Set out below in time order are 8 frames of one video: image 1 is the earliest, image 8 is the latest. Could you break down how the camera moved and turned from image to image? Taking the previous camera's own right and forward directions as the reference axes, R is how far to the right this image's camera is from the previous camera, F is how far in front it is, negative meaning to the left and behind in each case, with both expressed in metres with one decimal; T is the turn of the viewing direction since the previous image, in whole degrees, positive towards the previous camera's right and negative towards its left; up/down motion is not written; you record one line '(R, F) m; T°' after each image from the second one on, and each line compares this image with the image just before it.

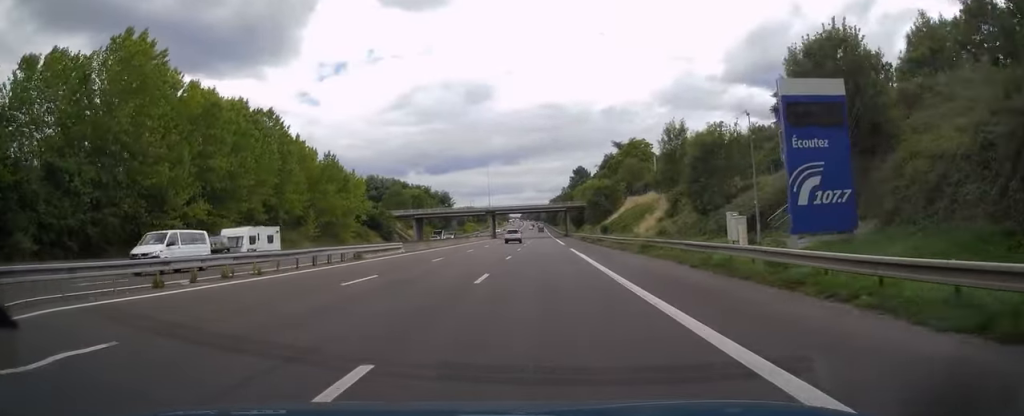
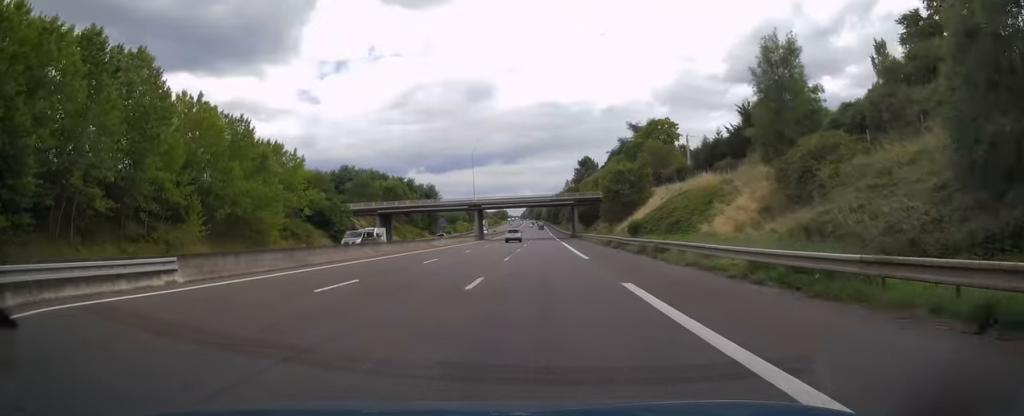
(0.0, +27.9) m; 0°
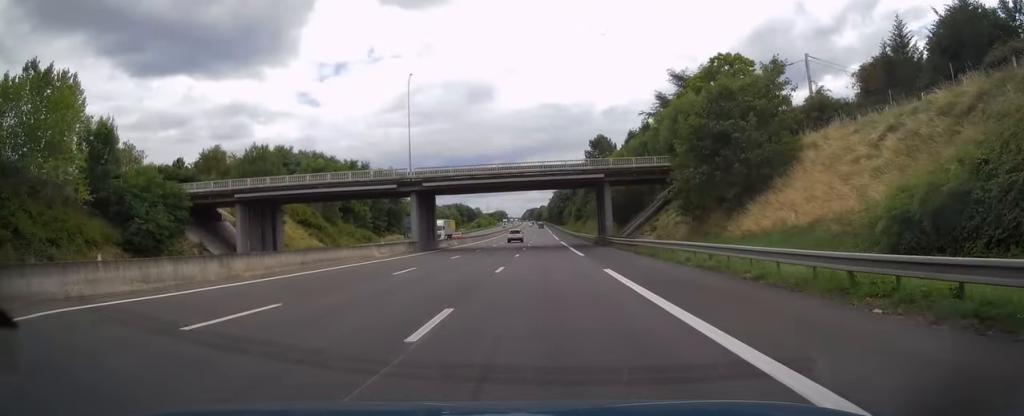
(0.0, +45.8) m; 0°
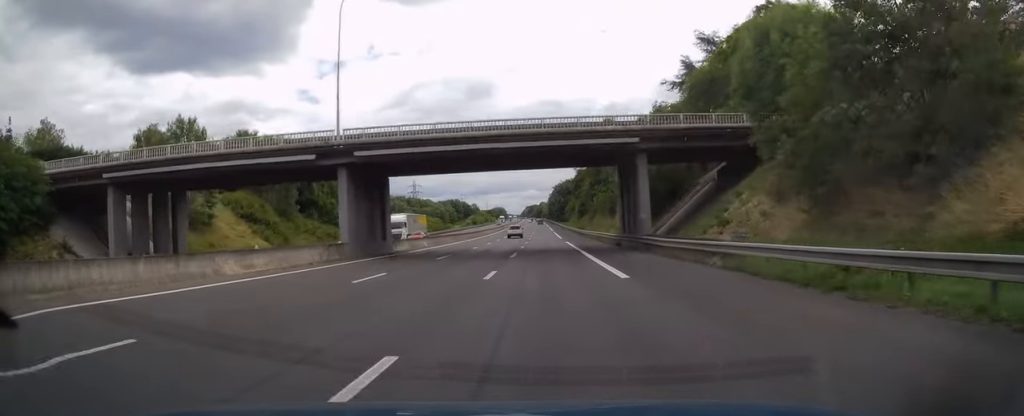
(0.0, +17.4) m; 0°
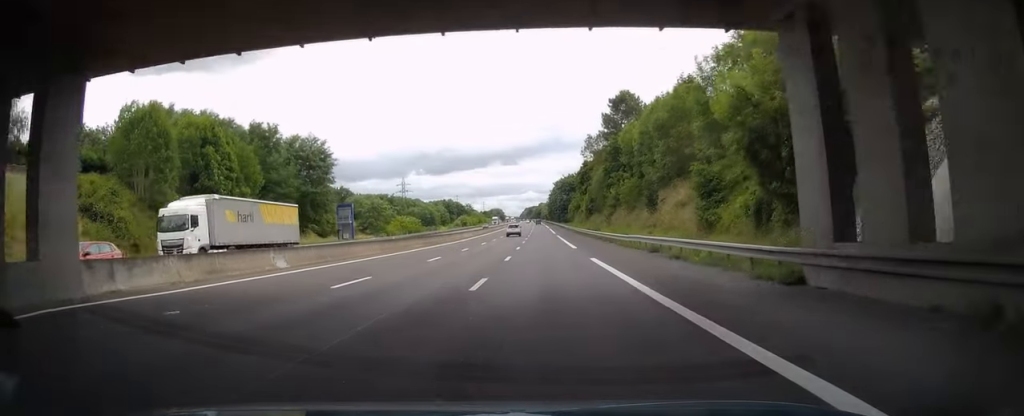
(+0.1, +28.9) m; 0°
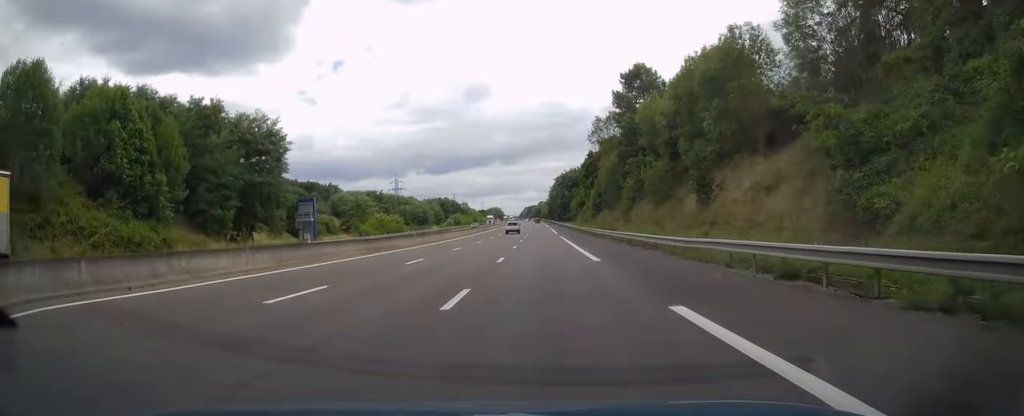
(0.0, +16.4) m; 0°
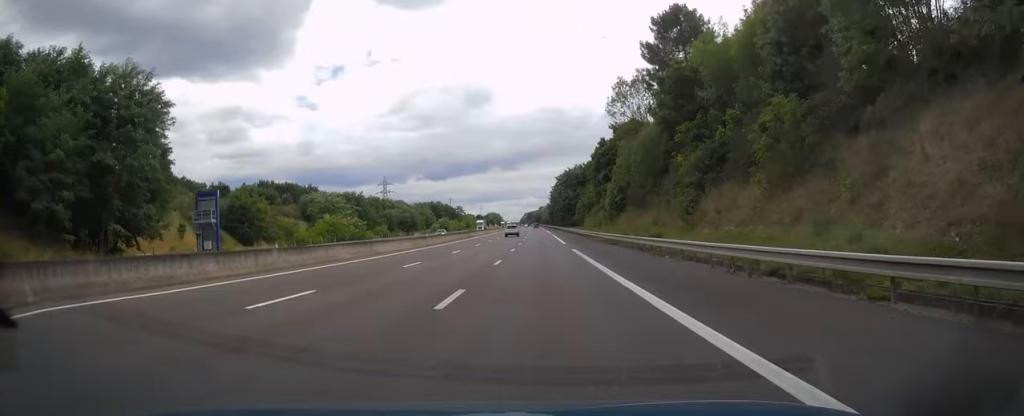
(0.0, +25.9) m; 0°
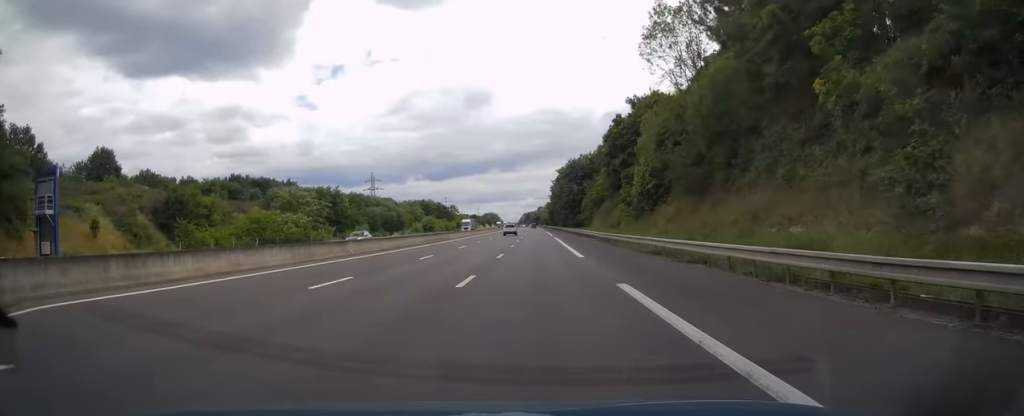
(+0.1, +22.3) m; 0°
